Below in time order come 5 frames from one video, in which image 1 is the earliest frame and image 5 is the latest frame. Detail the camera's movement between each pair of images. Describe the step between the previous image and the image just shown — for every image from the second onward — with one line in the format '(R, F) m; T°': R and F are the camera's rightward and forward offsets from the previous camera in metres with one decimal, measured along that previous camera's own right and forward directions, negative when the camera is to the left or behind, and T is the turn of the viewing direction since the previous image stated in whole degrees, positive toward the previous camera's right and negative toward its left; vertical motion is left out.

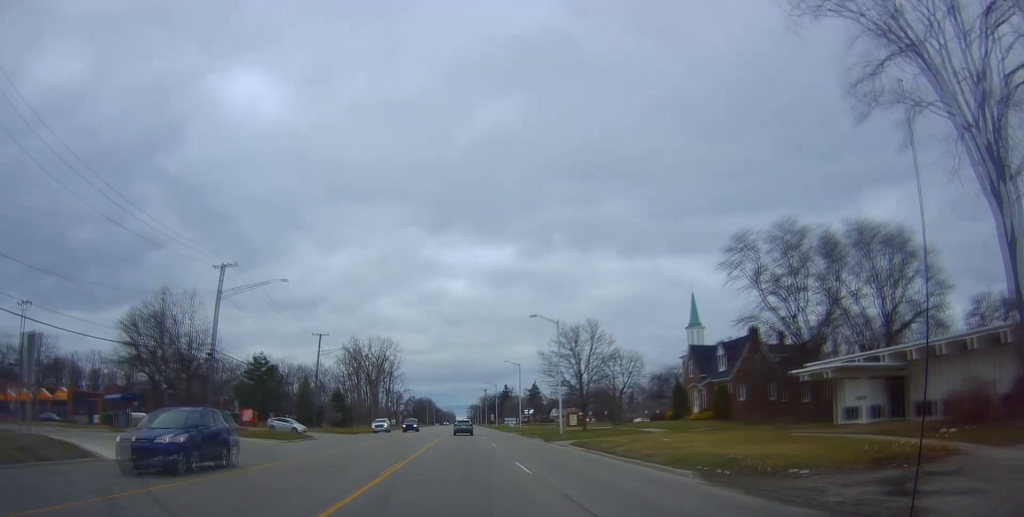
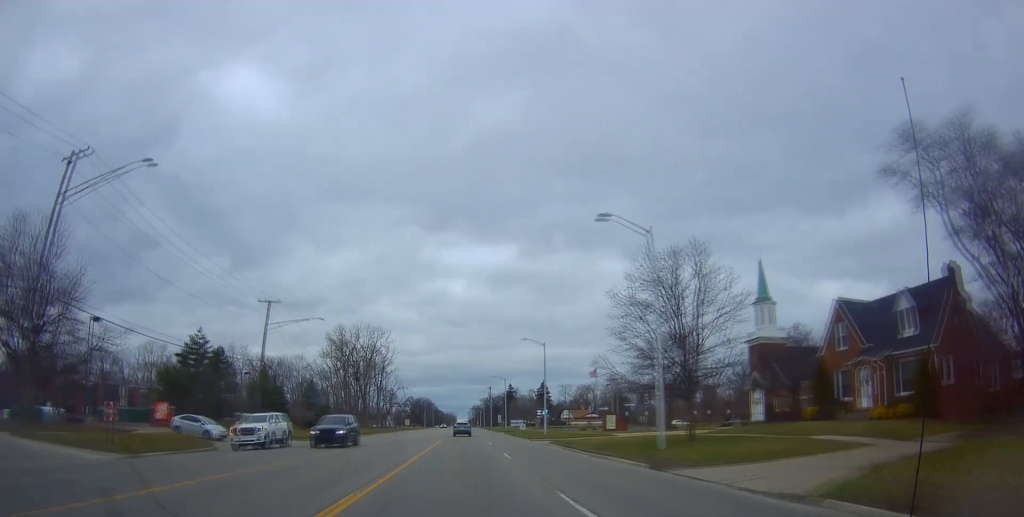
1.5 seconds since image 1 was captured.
(0.0, +22.8) m; 0°
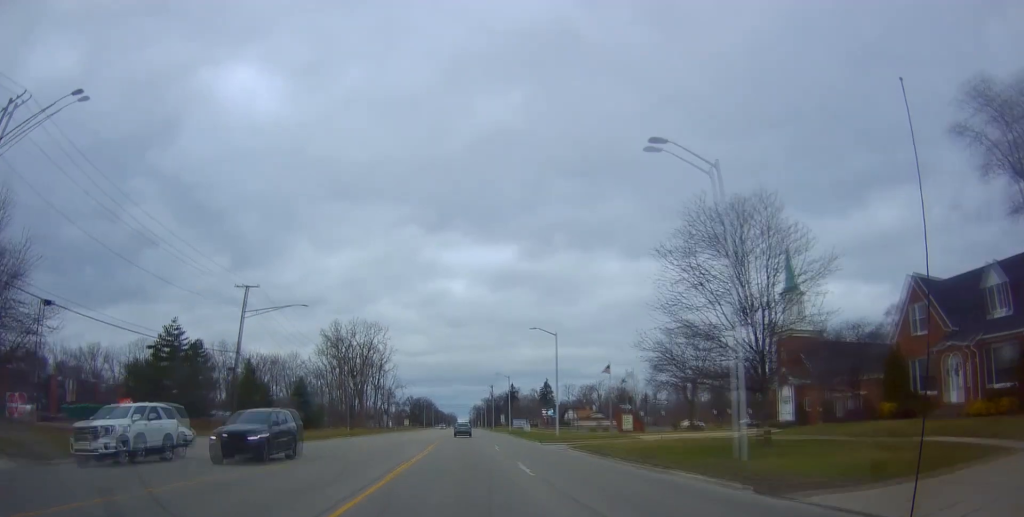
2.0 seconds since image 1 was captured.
(0.0, +6.8) m; 0°
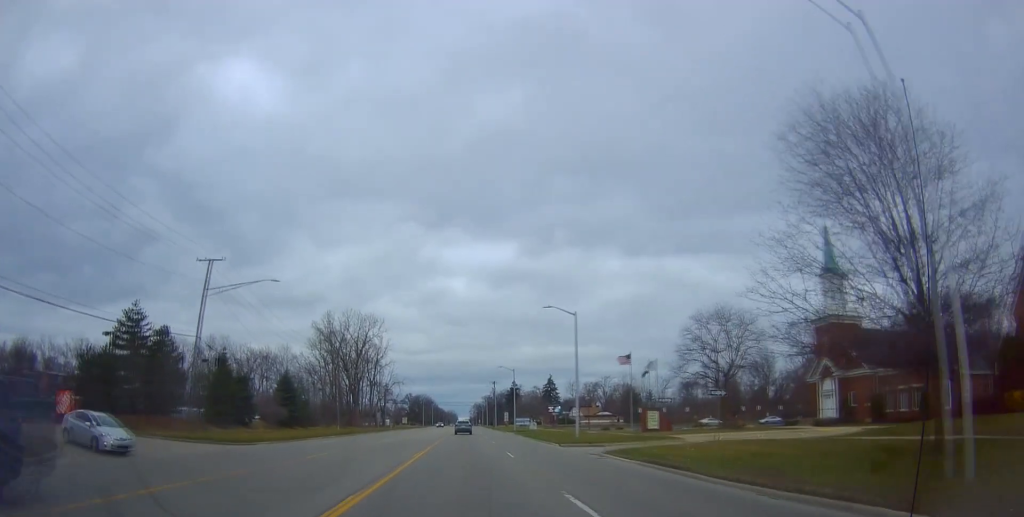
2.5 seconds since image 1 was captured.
(0.0, +8.5) m; 0°
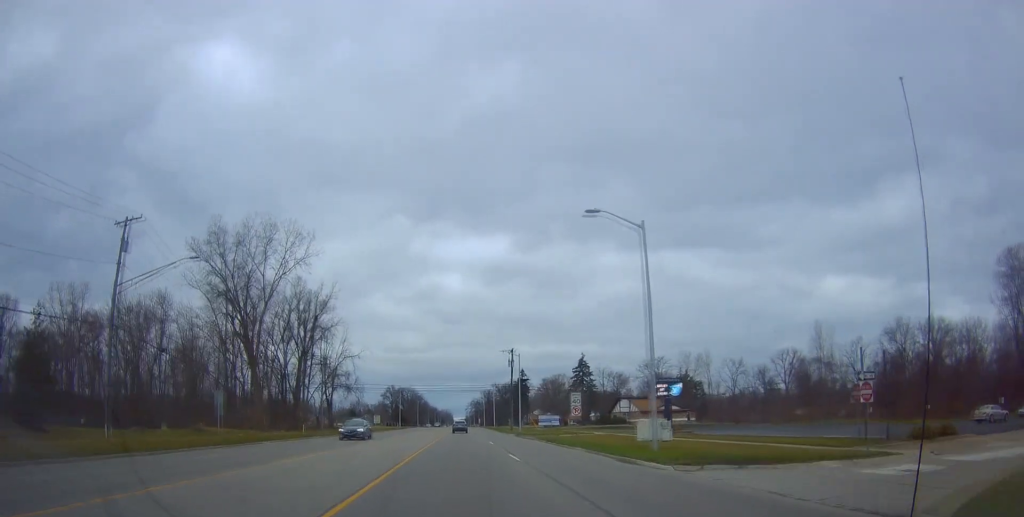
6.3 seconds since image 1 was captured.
(0.0, +65.2) m; 0°
